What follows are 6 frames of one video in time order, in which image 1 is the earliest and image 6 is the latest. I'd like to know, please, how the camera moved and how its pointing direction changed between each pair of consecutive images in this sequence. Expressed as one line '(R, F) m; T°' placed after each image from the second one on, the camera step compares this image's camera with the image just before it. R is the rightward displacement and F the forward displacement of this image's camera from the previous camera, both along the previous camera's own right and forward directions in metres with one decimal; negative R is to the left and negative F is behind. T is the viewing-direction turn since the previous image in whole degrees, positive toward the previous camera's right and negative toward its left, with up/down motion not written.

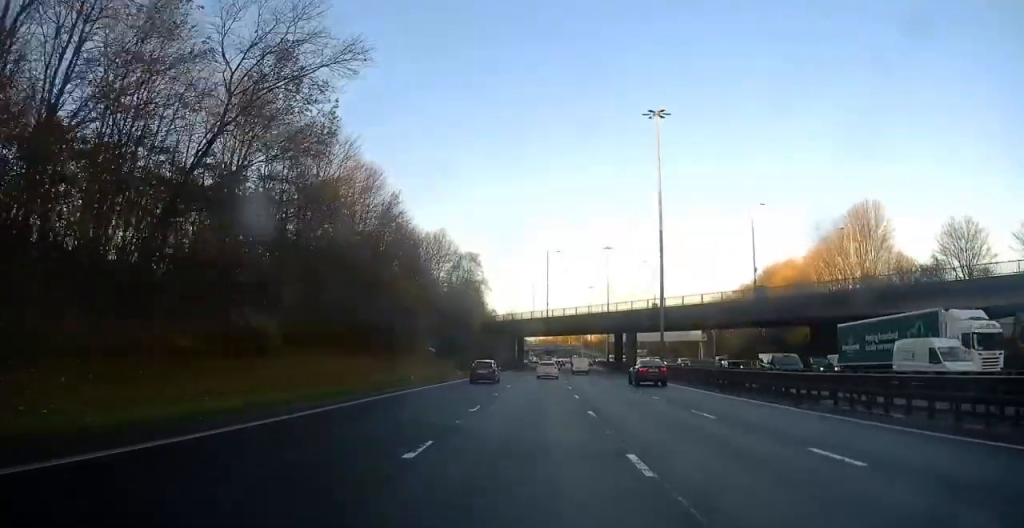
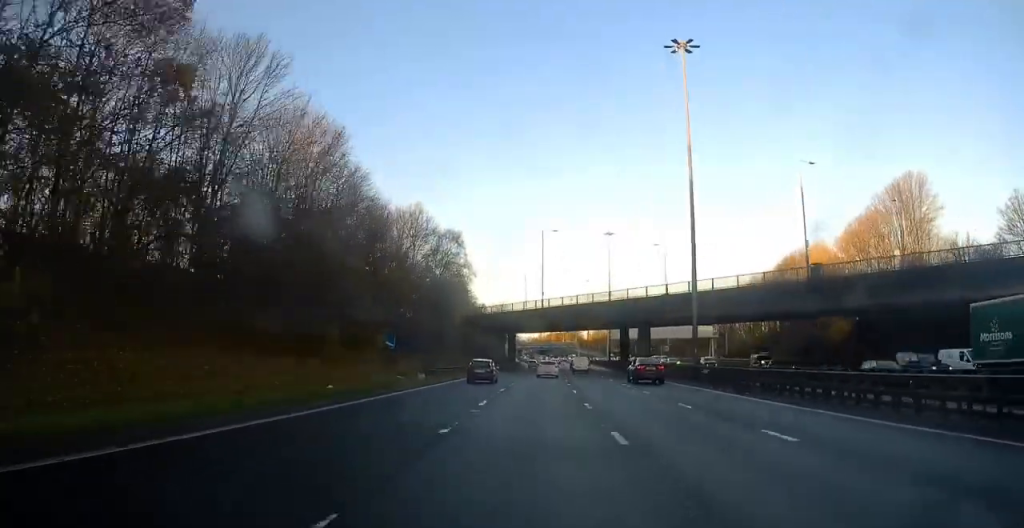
(+0.1, +14.7) m; +1°
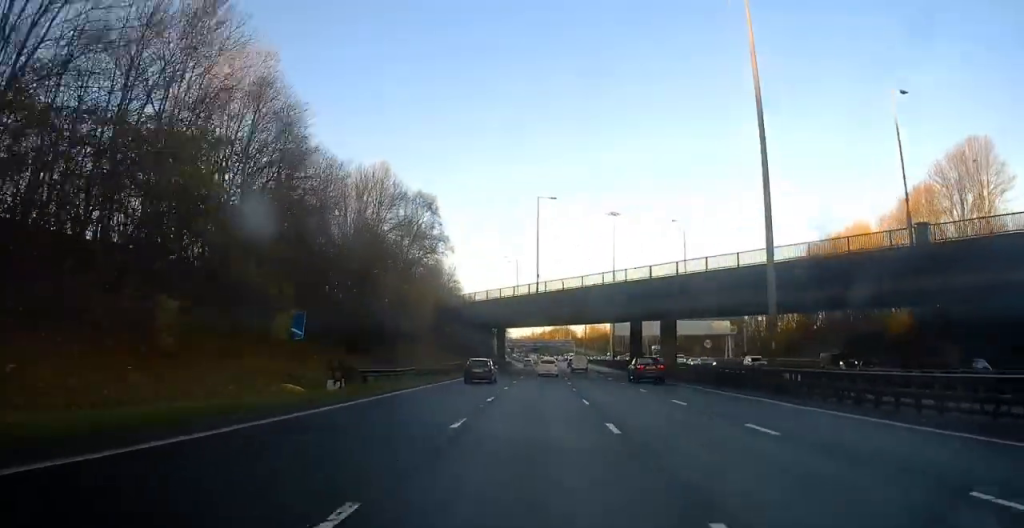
(+0.2, +16.5) m; +1°
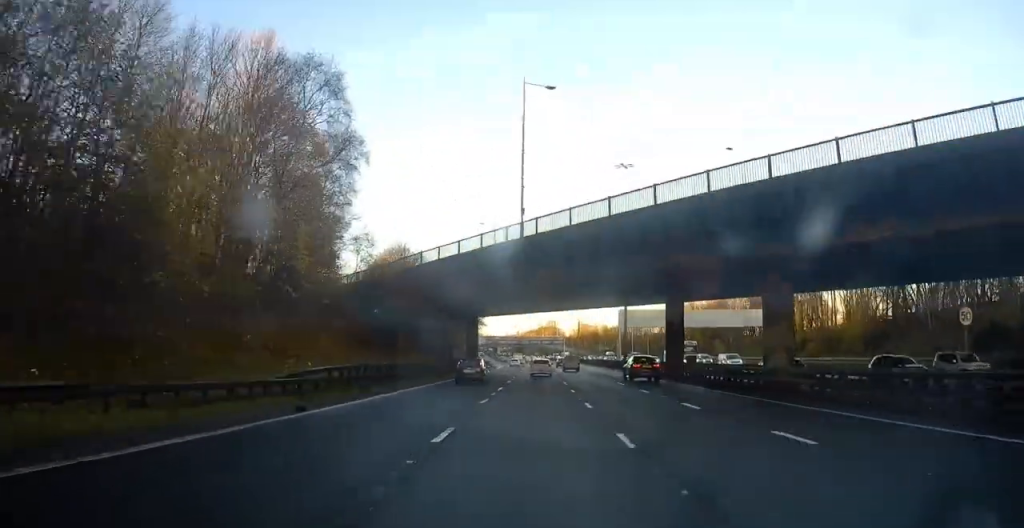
(+0.2, +28.7) m; 0°
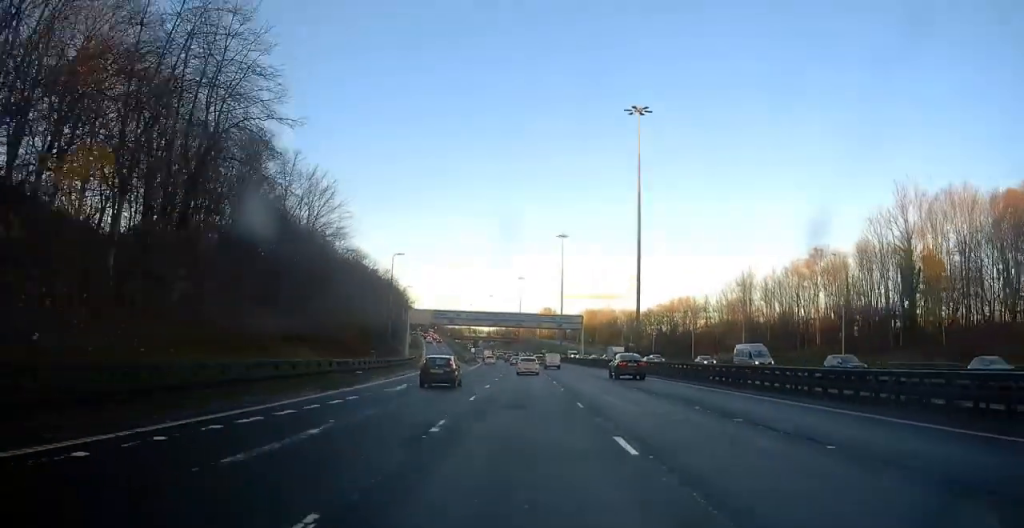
(+1.2, +98.3) m; +2°
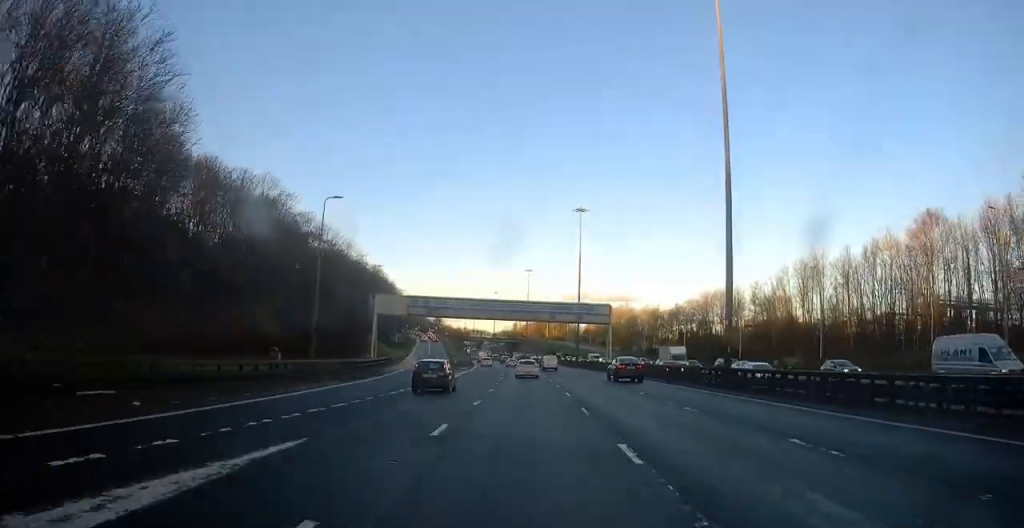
(0.0, +27.3) m; -1°
